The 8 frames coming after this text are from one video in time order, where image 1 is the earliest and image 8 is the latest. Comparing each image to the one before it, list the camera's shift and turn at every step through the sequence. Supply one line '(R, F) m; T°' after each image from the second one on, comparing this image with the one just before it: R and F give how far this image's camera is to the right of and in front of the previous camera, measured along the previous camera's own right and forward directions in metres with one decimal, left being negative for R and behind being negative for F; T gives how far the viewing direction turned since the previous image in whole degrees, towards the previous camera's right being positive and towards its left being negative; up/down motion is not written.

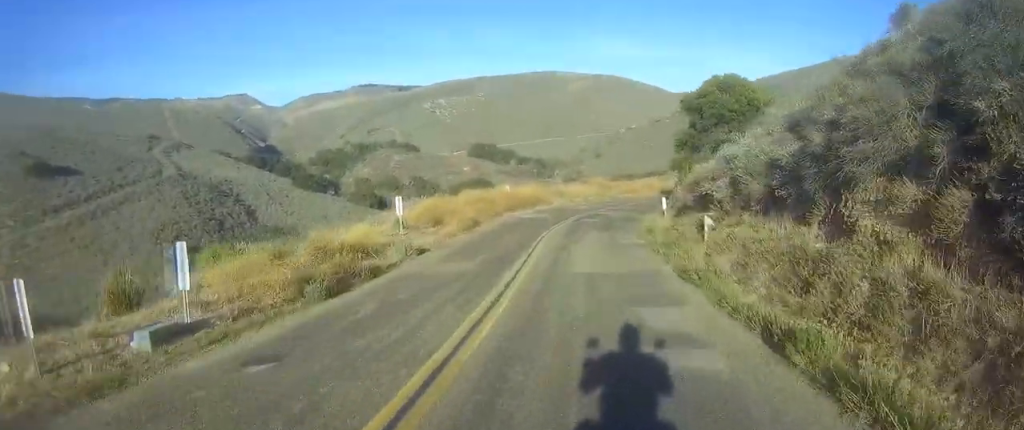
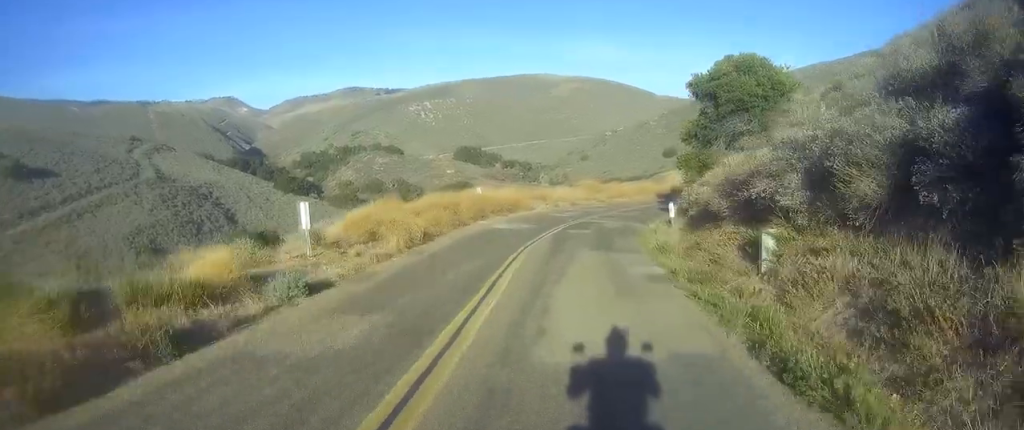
(-0.1, +6.9) m; +3°
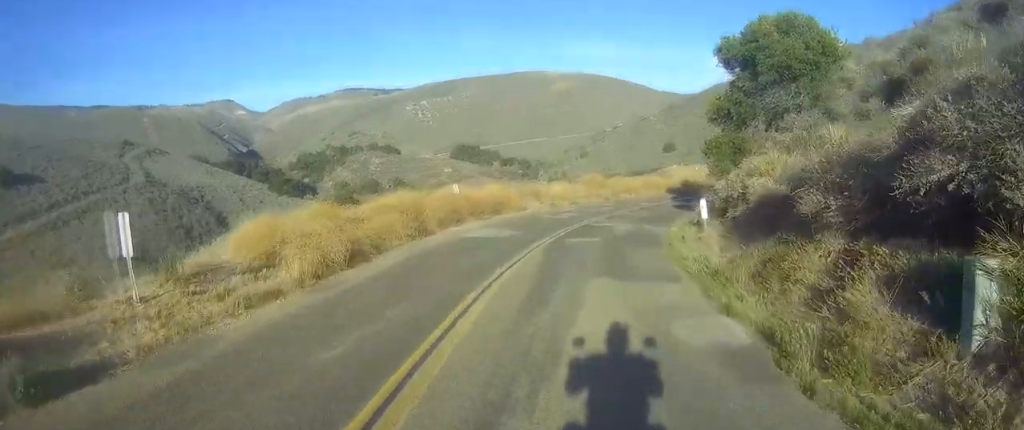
(-0.1, +5.9) m; +10°
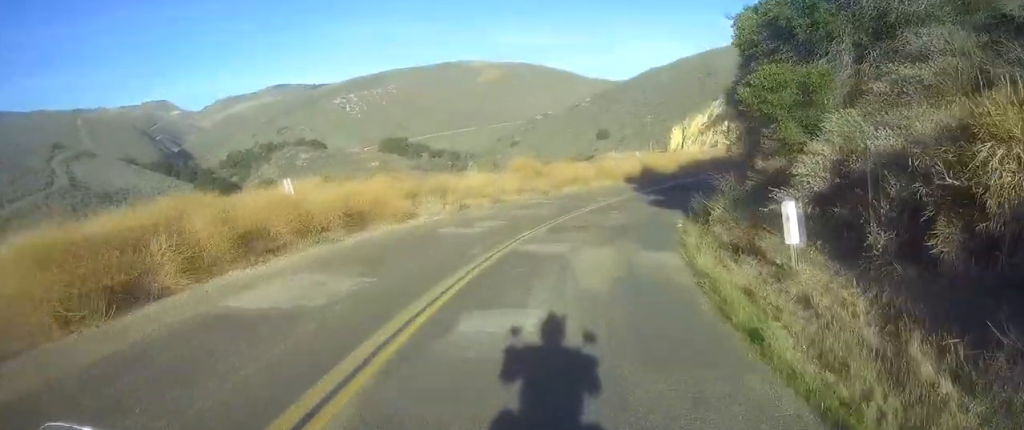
(+1.9, +9.4) m; +9°
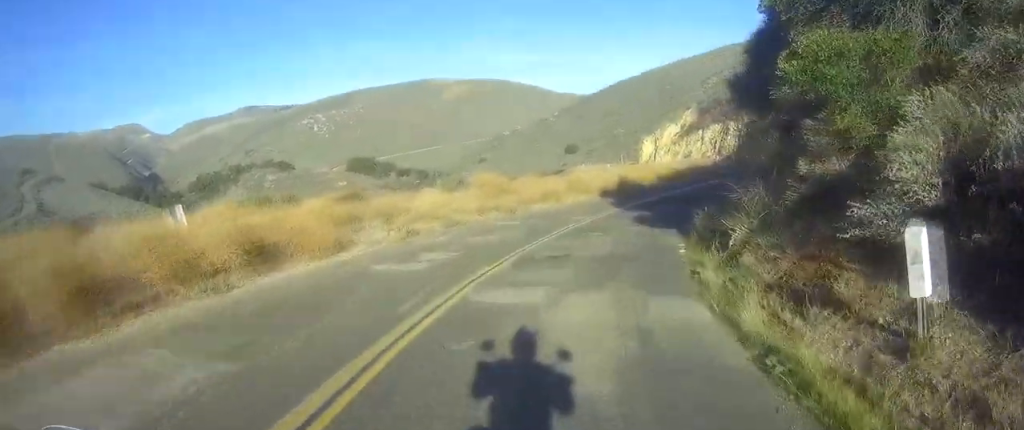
(-0.1, +3.4) m; -1°
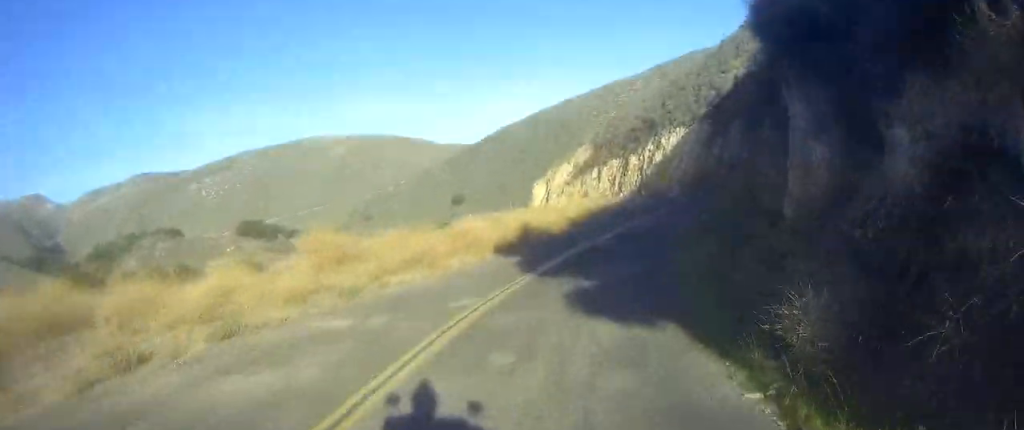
(-0.2, +9.0) m; +3°
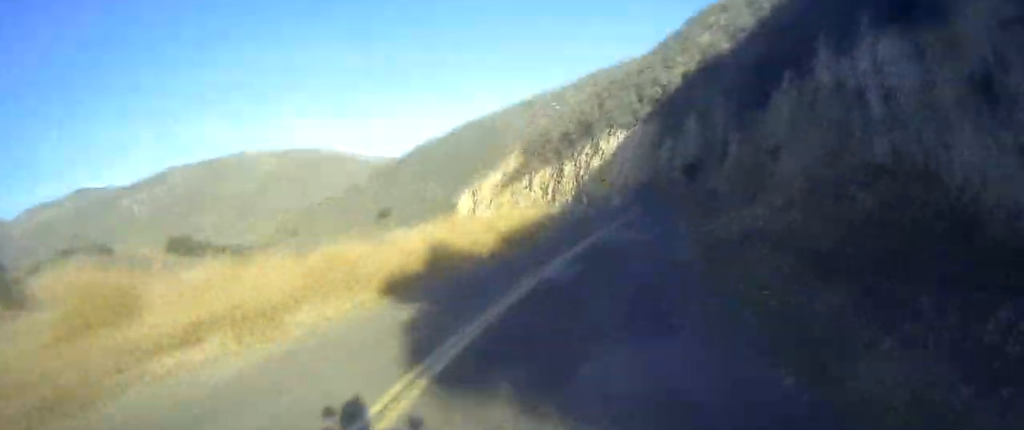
(+0.5, +8.6) m; +9°
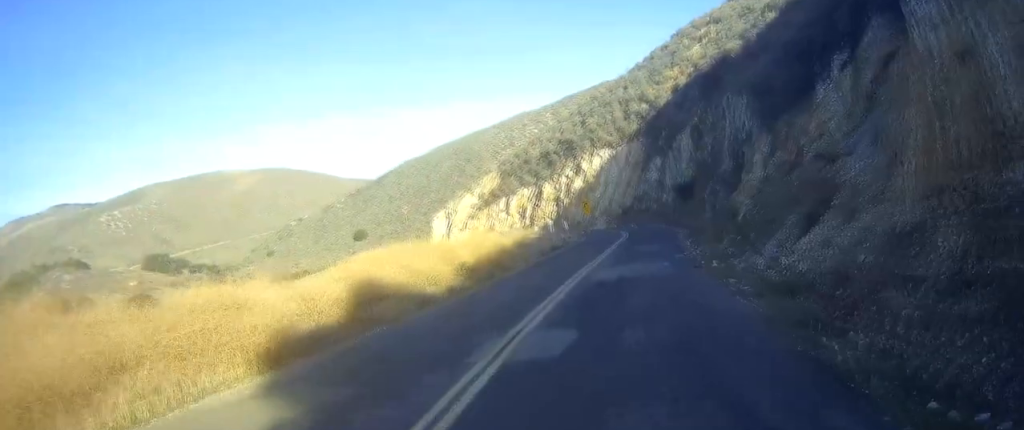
(+0.1, +5.6) m; +7°
